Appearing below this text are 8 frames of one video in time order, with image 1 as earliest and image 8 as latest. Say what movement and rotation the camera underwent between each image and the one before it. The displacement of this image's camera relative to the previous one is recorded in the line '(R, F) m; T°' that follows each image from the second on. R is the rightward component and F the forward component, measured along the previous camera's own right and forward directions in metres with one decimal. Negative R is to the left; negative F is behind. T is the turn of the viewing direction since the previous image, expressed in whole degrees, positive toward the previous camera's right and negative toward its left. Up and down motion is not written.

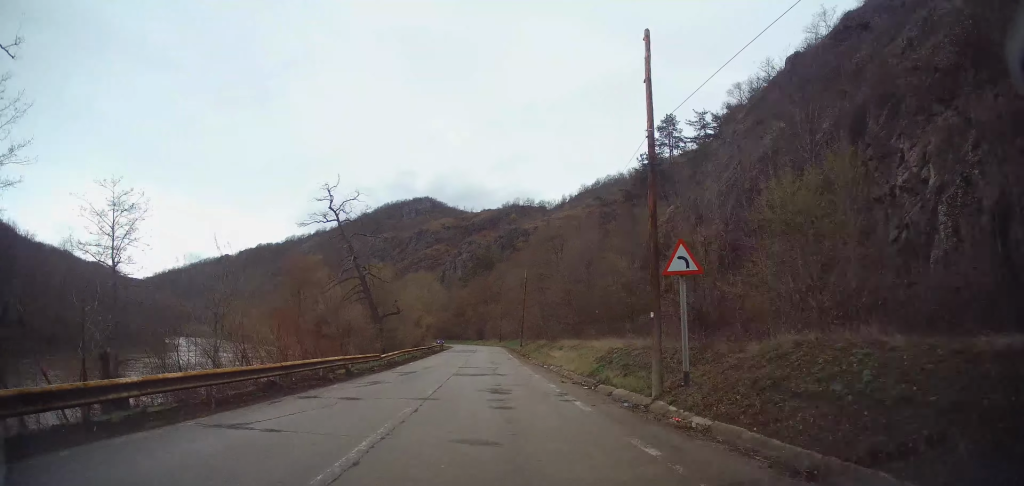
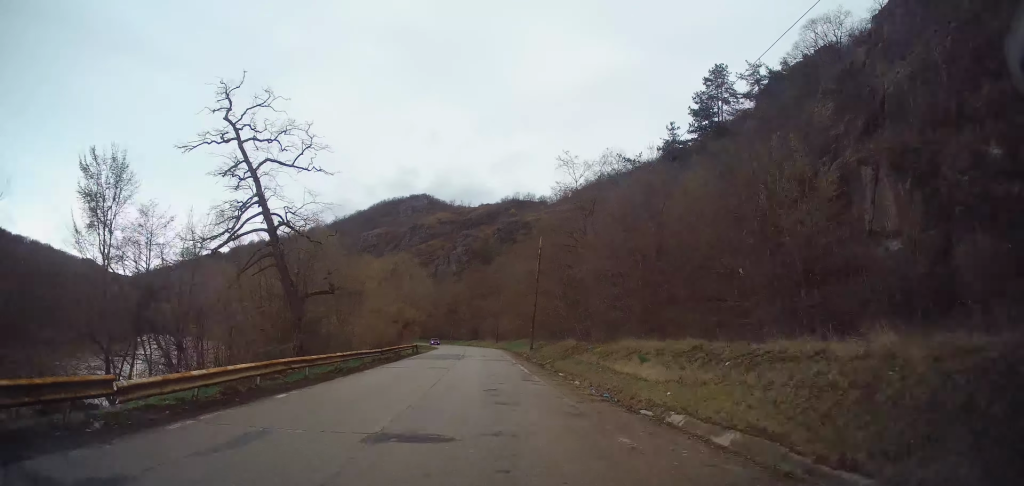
(+0.4, +19.4) m; 0°
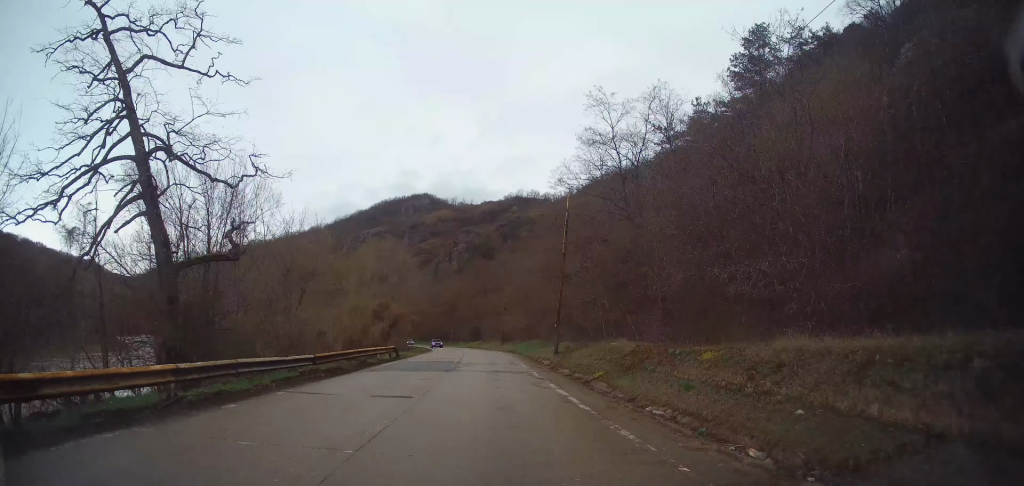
(-0.1, +11.7) m; -1°
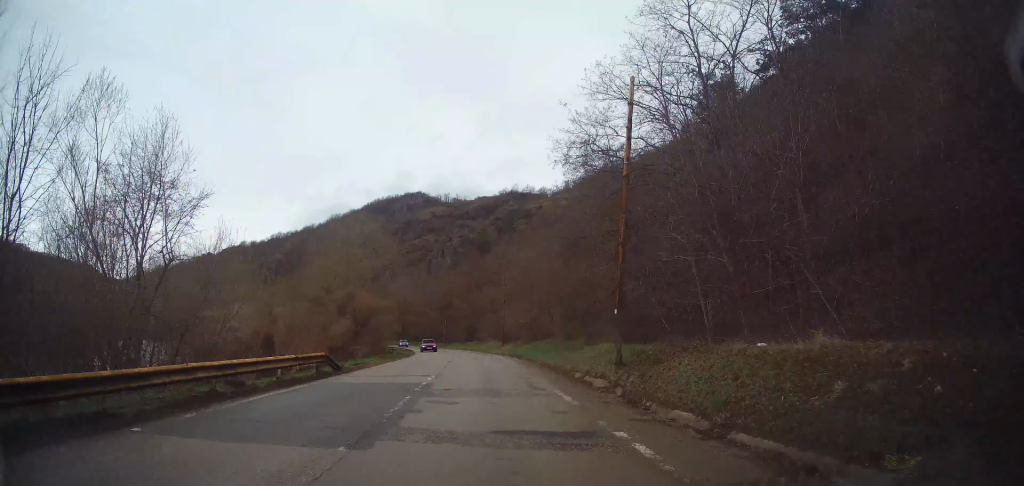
(-0.1, +13.3) m; 0°
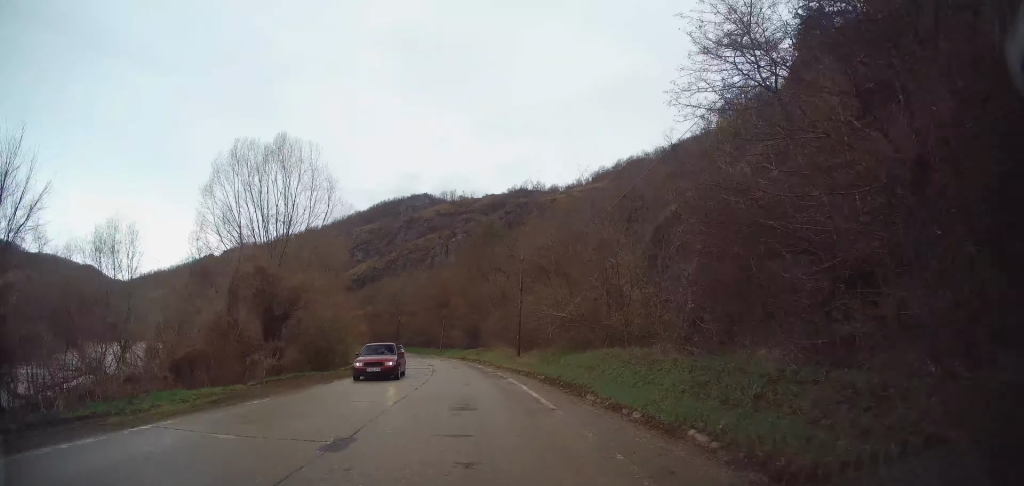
(+0.2, +21.2) m; 0°
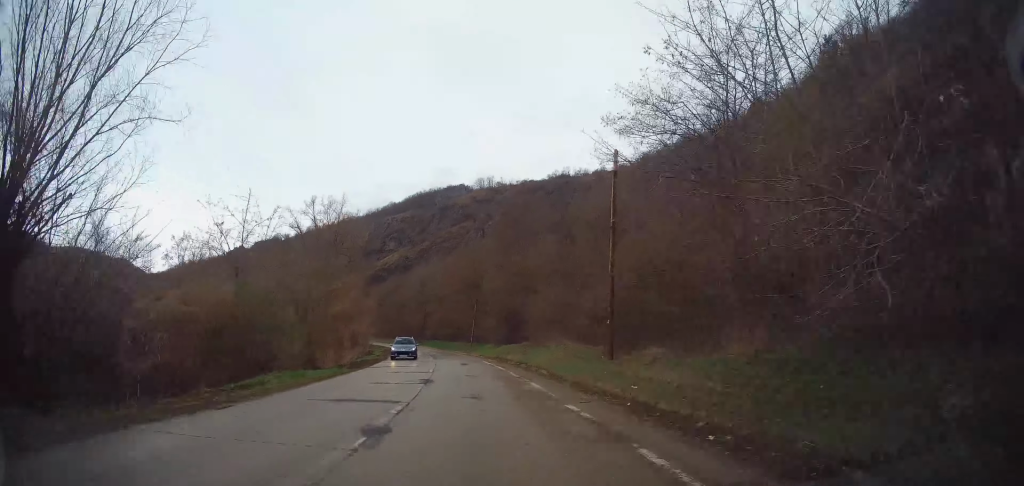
(-0.4, +20.9) m; -4°
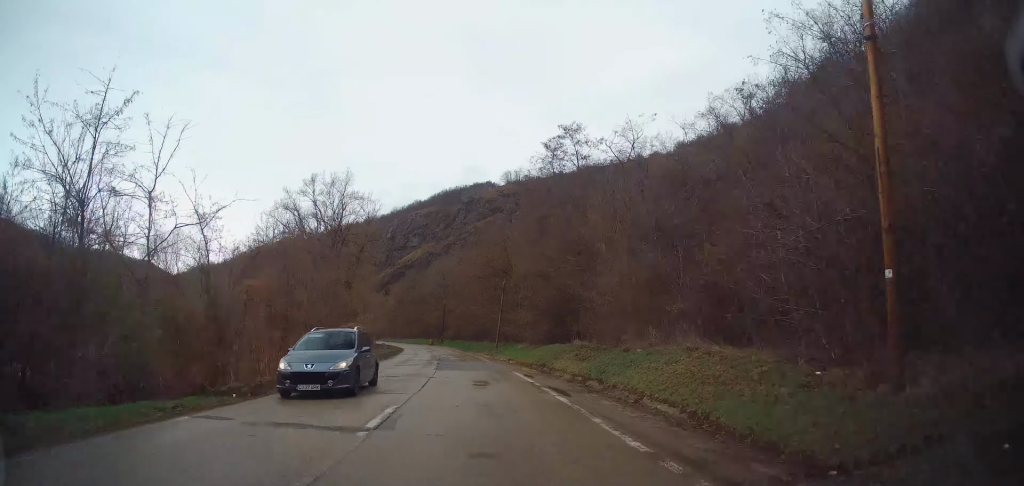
(-0.4, +13.9) m; -3°
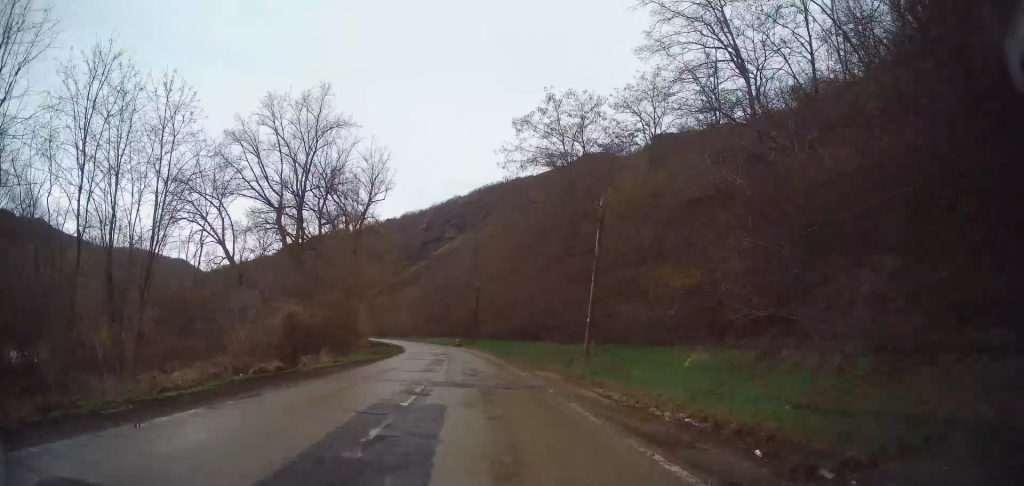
(-1.5, +29.2) m; -5°
